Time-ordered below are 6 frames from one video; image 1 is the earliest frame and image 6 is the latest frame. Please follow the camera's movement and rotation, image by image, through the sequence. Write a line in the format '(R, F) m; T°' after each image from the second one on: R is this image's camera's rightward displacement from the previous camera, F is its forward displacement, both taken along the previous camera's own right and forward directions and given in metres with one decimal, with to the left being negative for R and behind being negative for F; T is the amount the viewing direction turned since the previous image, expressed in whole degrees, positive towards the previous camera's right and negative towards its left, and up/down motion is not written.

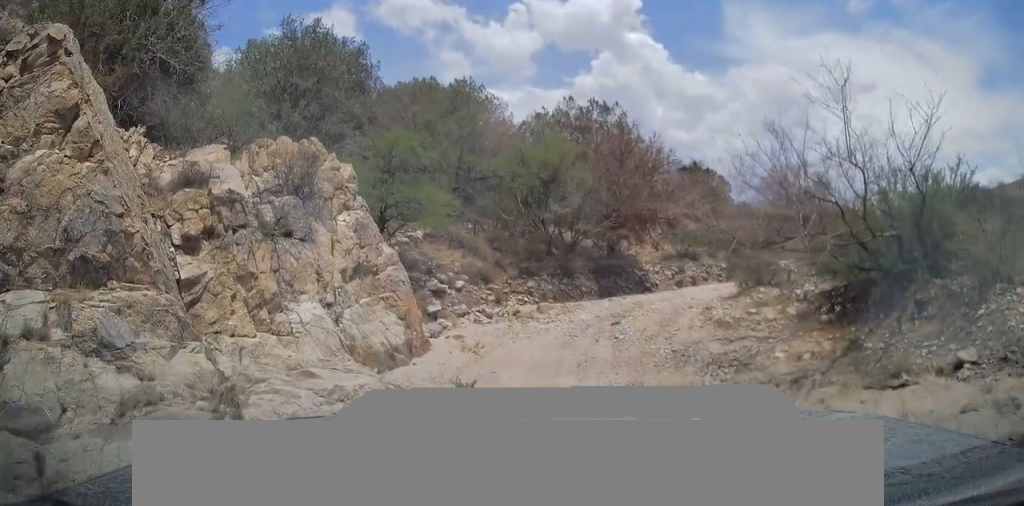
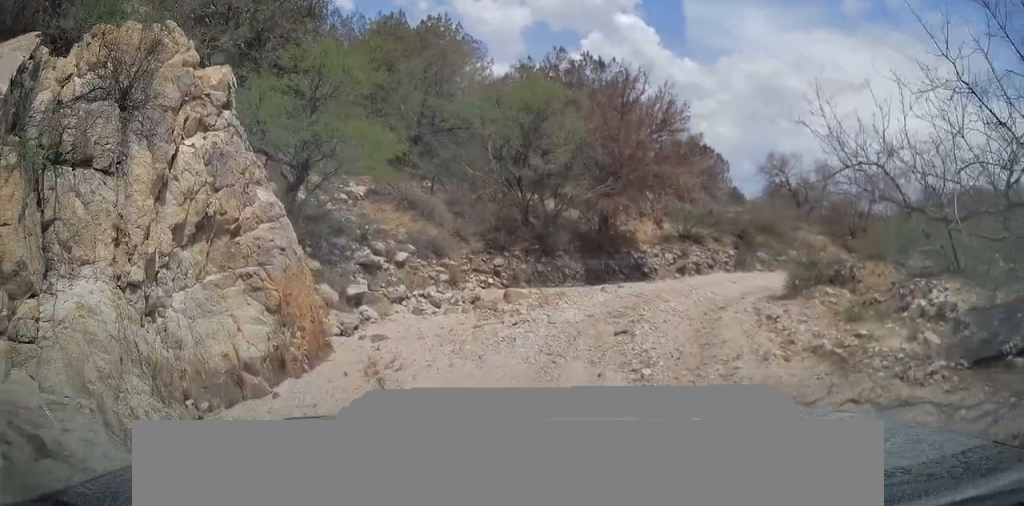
(-0.1, +3.8) m; -4°
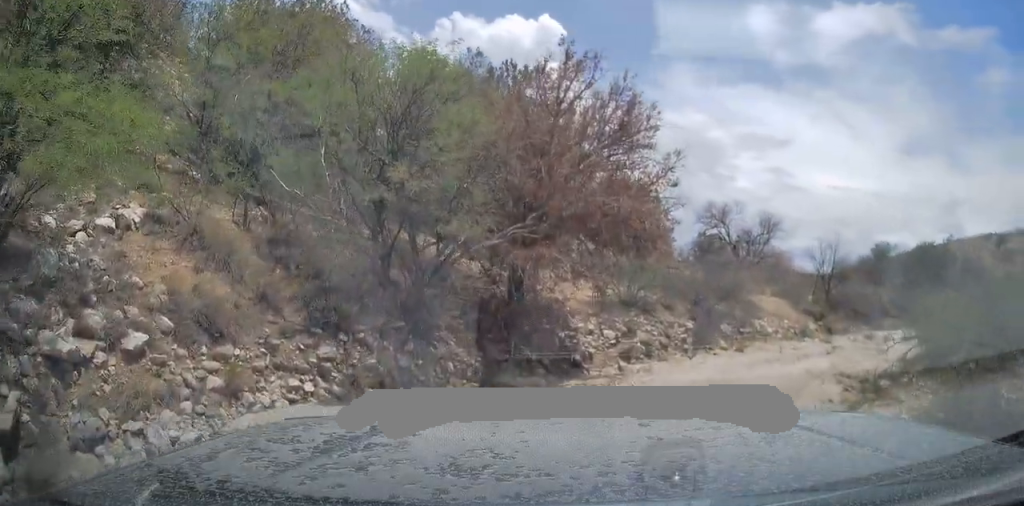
(+1.0, +6.4) m; +22°
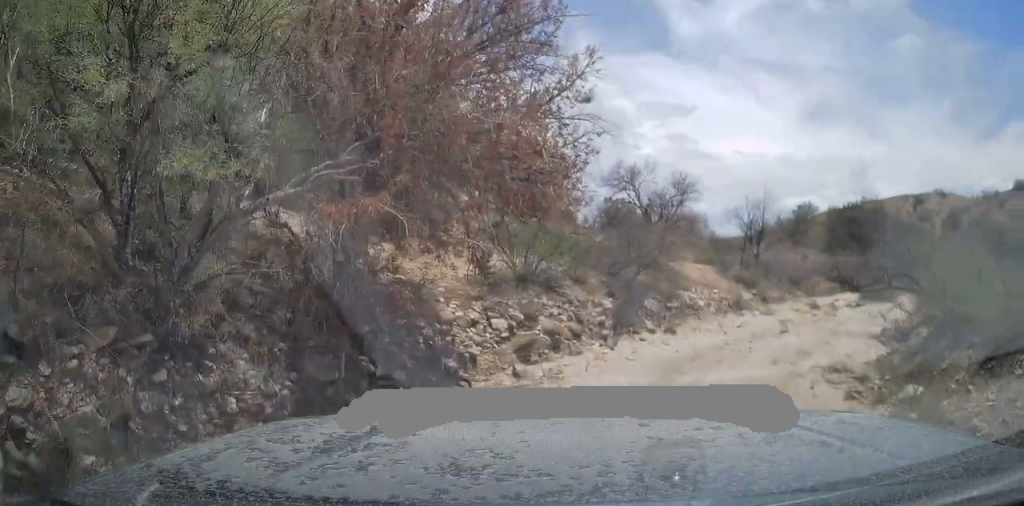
(+0.3, +4.0) m; +9°
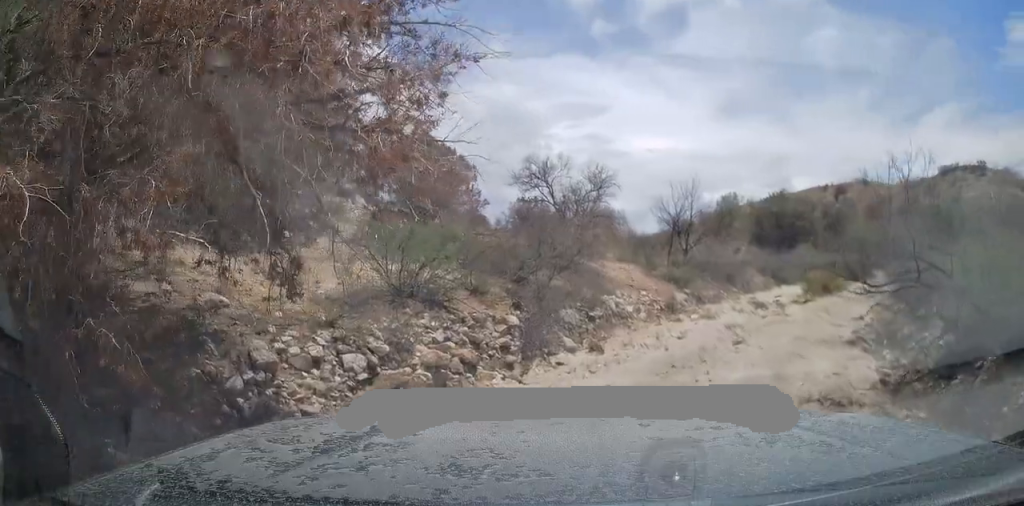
(+0.3, +3.2) m; +13°
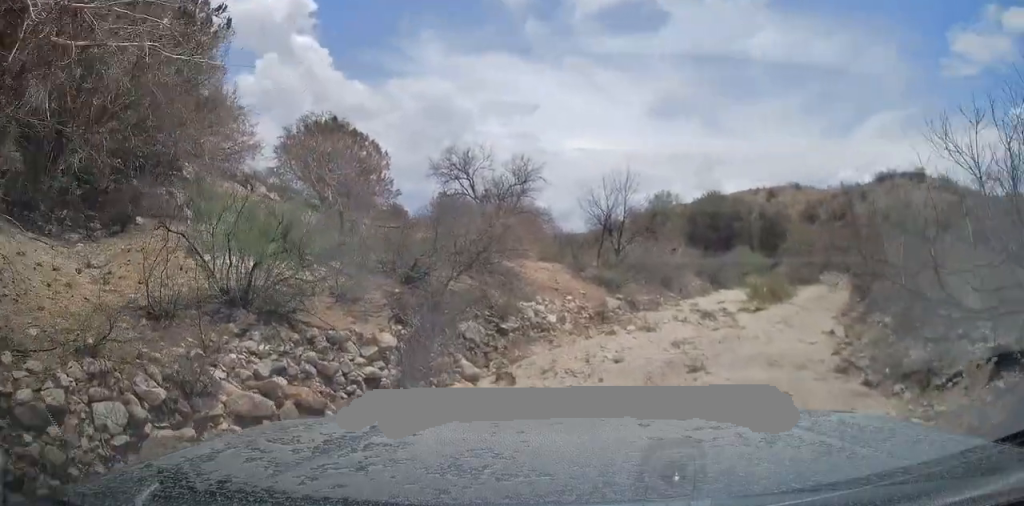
(+0.4, +3.1) m; +6°
